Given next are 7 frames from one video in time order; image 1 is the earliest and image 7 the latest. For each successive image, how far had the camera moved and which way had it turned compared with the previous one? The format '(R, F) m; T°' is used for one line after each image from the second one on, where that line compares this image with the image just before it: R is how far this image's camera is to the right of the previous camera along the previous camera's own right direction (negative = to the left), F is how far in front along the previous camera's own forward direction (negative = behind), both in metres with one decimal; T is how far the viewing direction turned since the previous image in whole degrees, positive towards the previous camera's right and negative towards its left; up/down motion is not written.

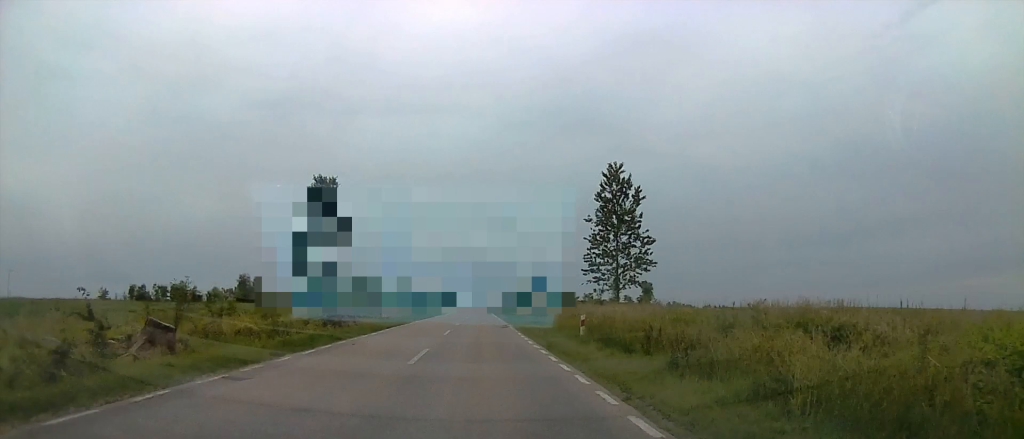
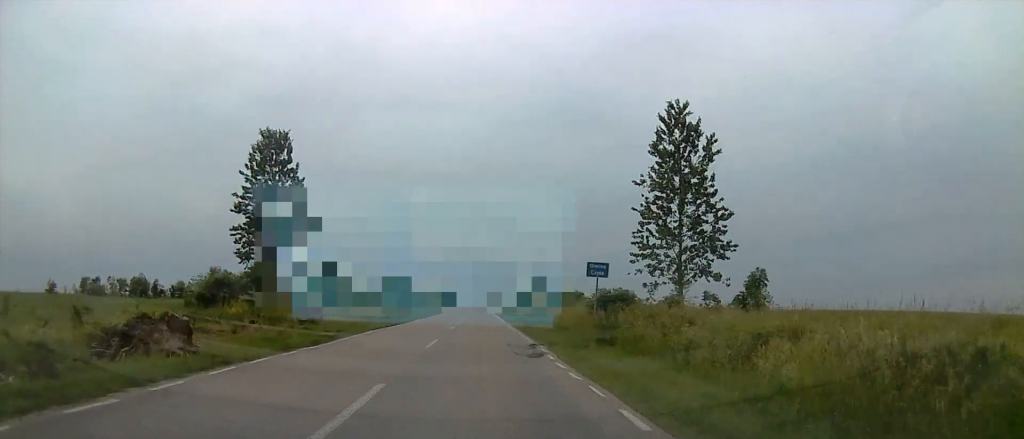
(+0.6, +19.6) m; +2°
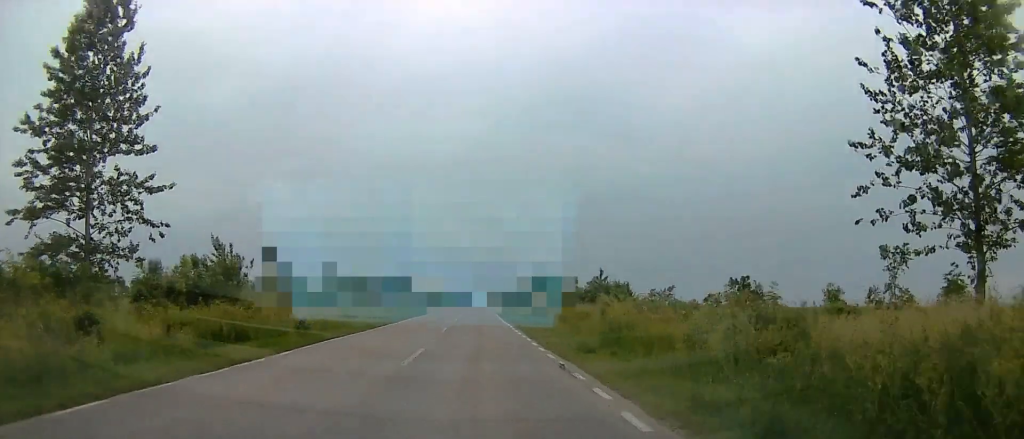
(+0.5, +29.0) m; +1°
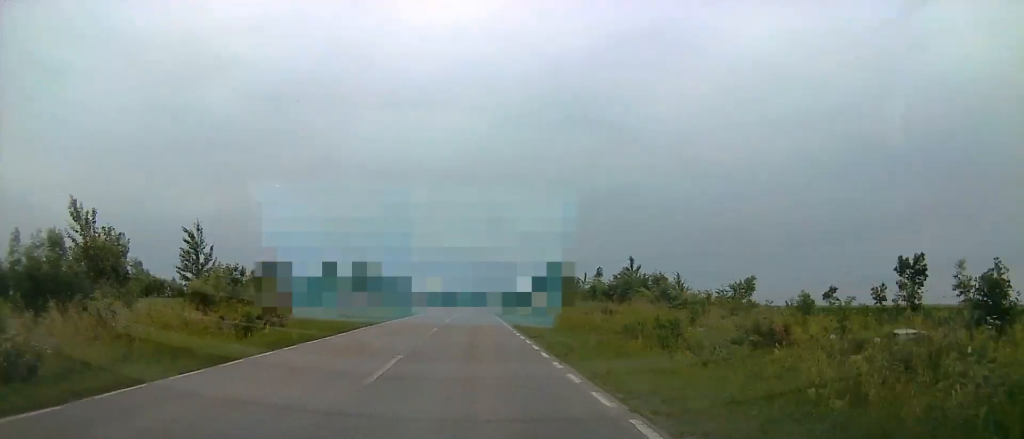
(0.0, +15.0) m; 0°
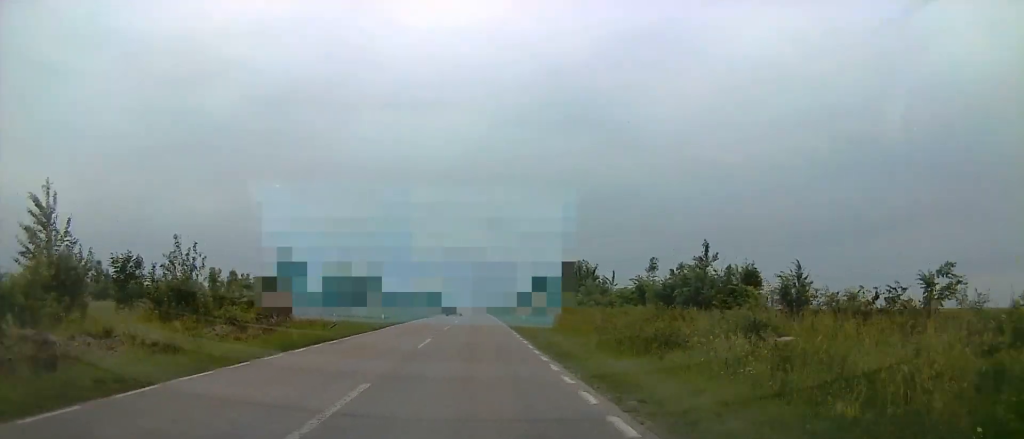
(0.0, +15.8) m; 0°
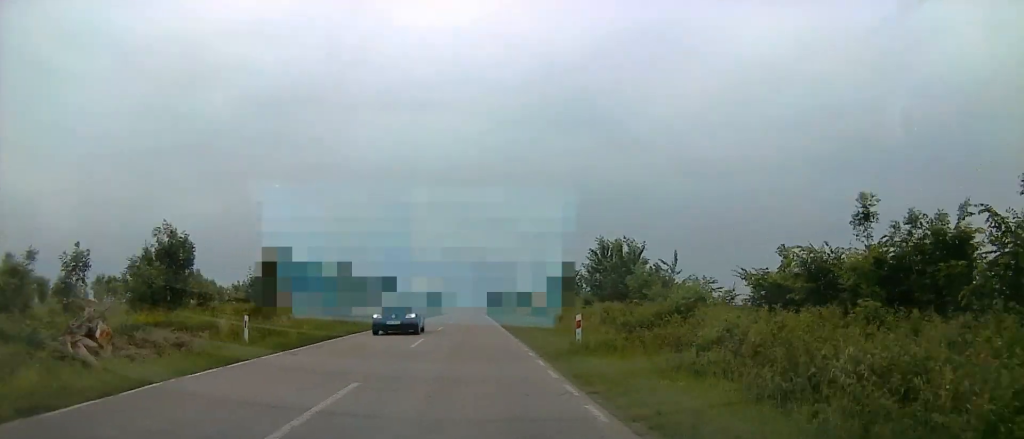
(0.0, +23.8) m; 0°
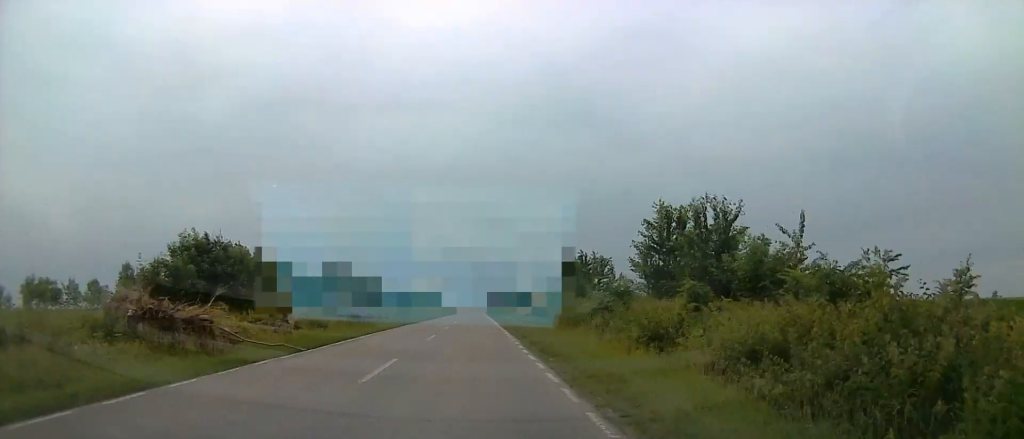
(0.0, +19.0) m; 0°
